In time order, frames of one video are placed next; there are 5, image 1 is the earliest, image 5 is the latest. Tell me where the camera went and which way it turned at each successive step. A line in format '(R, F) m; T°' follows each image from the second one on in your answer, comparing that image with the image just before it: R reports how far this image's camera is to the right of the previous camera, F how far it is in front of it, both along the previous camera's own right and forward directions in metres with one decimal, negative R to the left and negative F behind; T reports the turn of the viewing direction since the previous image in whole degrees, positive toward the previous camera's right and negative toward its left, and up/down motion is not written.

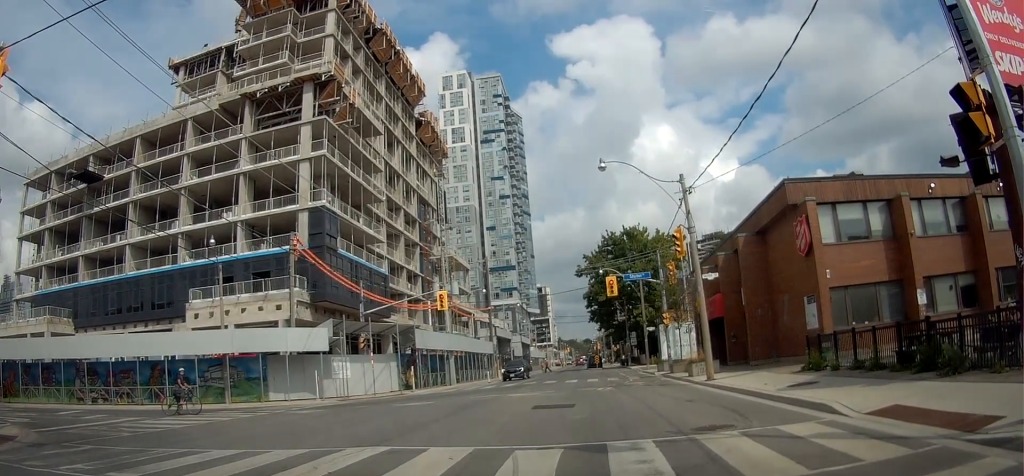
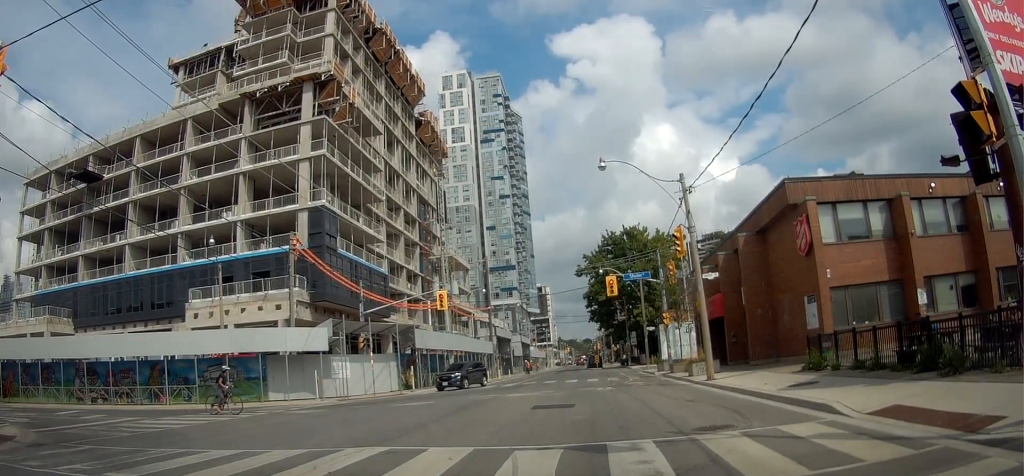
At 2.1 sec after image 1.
(0.0, 0.0) m; 0°
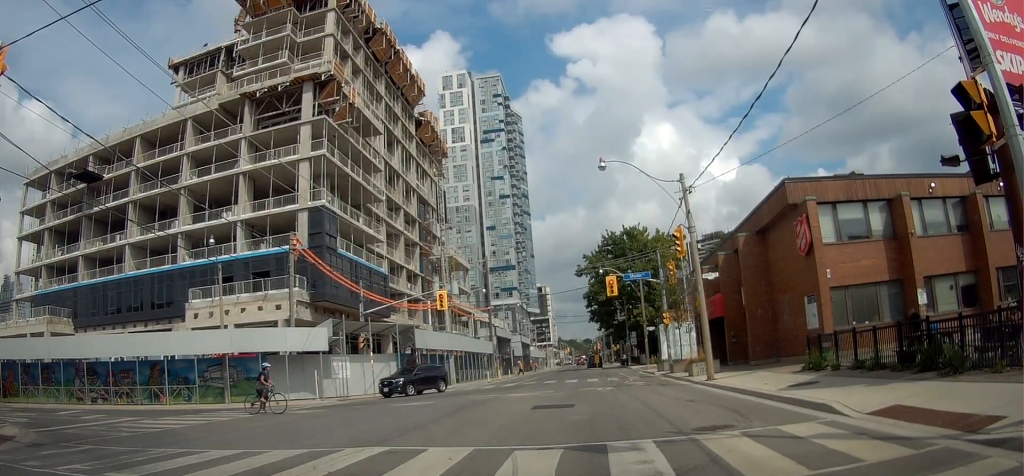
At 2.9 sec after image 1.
(0.0, 0.0) m; 0°
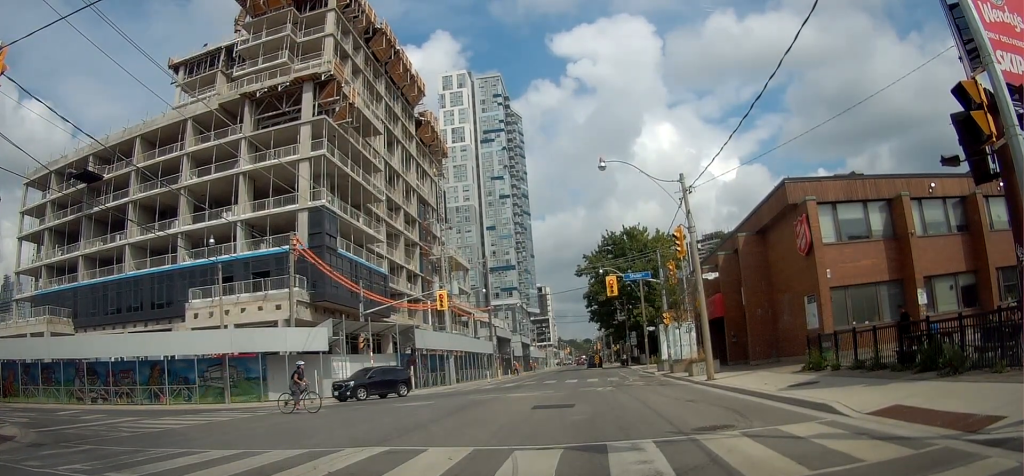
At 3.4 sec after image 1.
(0.0, 0.0) m; 0°
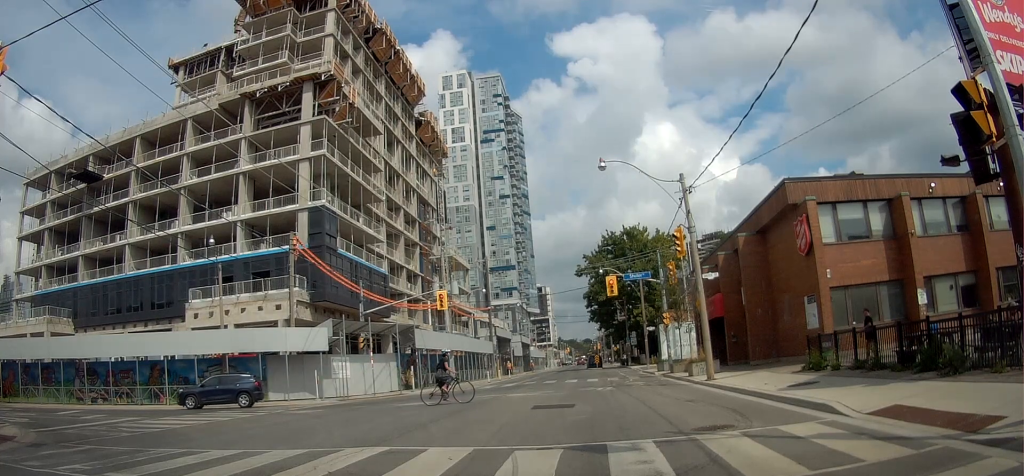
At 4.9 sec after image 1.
(0.0, 0.0) m; 0°
